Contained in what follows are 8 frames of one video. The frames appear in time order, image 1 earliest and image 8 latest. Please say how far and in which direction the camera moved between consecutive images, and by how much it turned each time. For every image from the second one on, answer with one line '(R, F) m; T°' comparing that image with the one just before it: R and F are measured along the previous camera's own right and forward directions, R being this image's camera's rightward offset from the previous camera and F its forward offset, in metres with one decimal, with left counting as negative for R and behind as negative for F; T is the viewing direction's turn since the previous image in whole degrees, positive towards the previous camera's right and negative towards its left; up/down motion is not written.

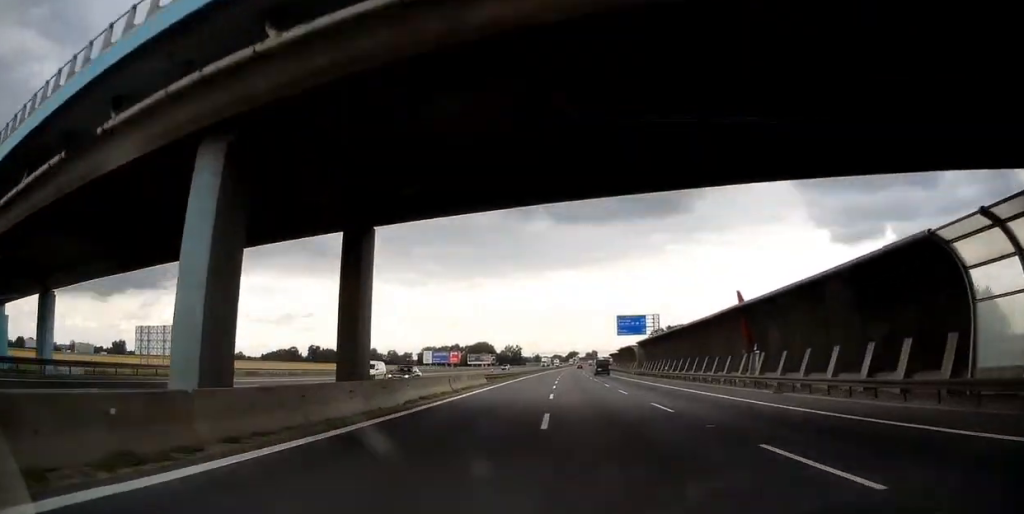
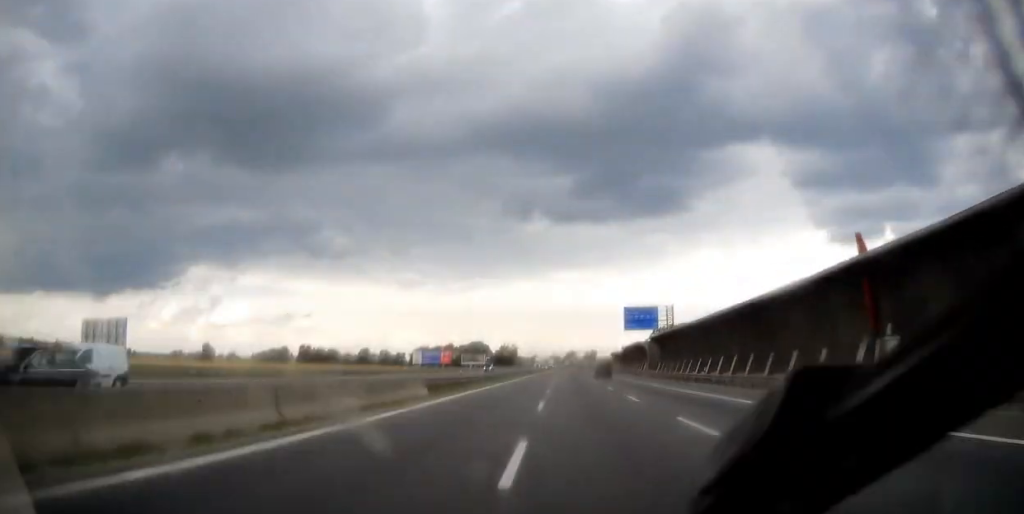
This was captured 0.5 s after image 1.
(0.0, +18.2) m; 0°
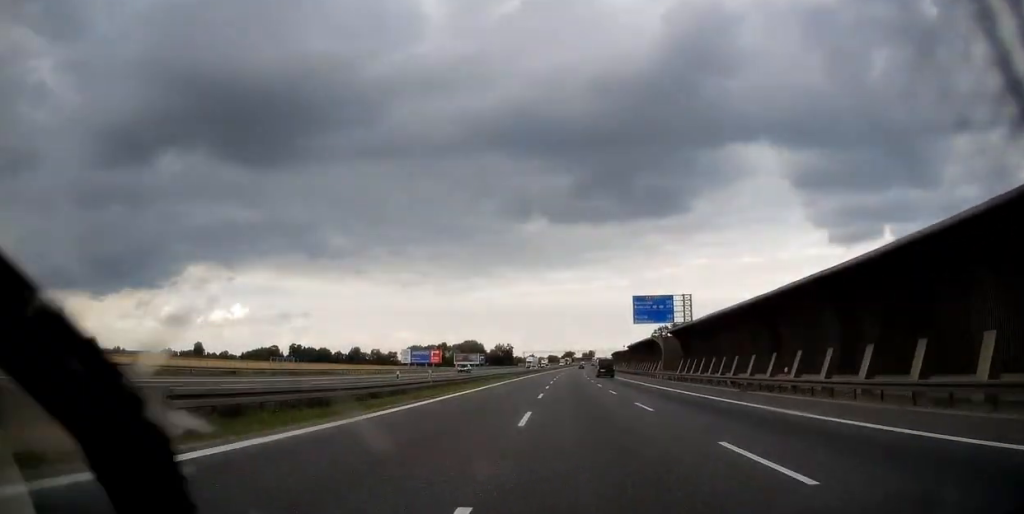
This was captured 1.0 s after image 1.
(0.0, +17.0) m; 0°
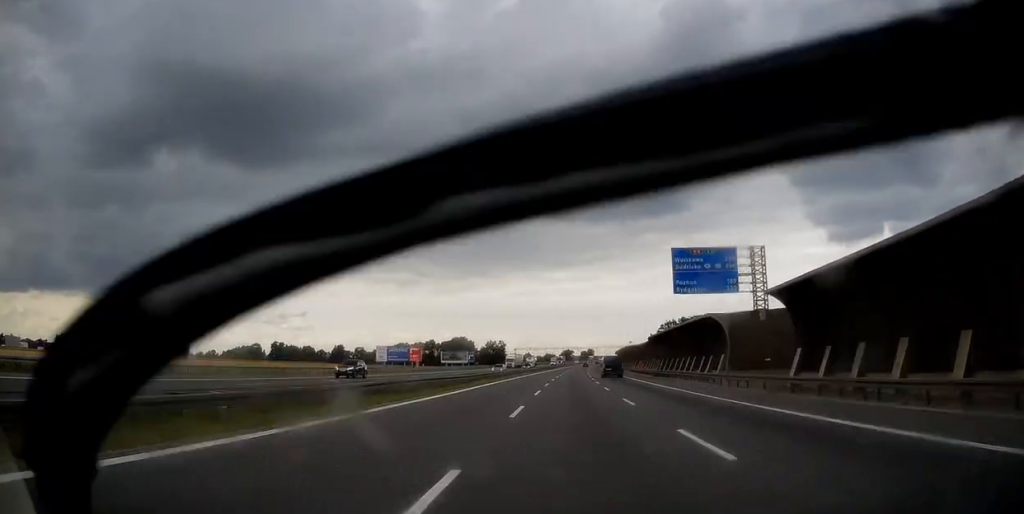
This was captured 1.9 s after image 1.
(+0.1, +34.1) m; 0°
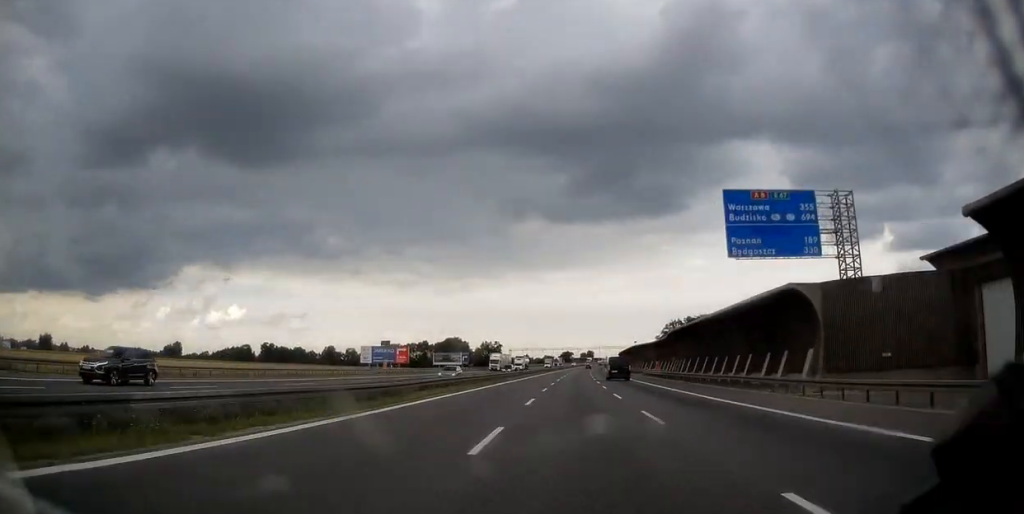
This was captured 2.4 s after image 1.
(0.0, +18.3) m; 0°
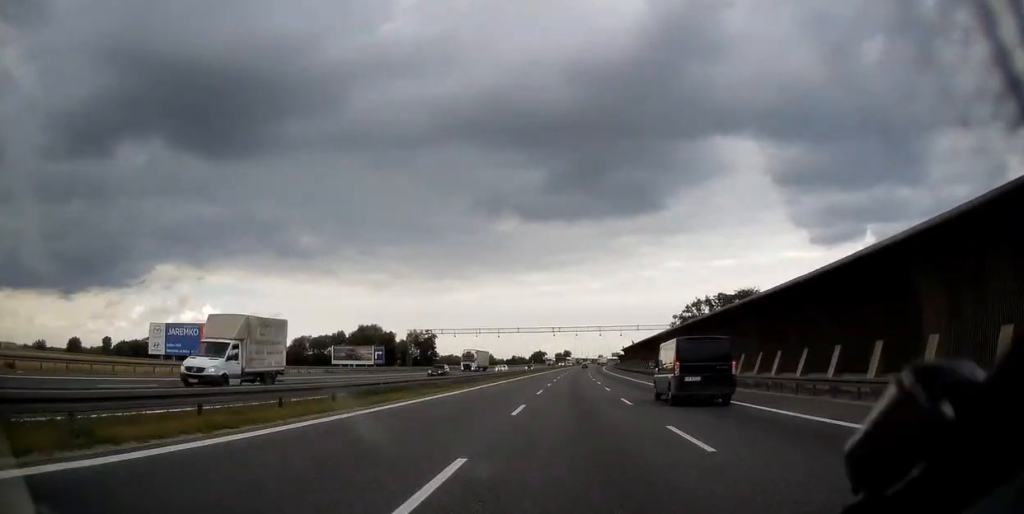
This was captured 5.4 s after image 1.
(+1.6, +111.6) m; +2°
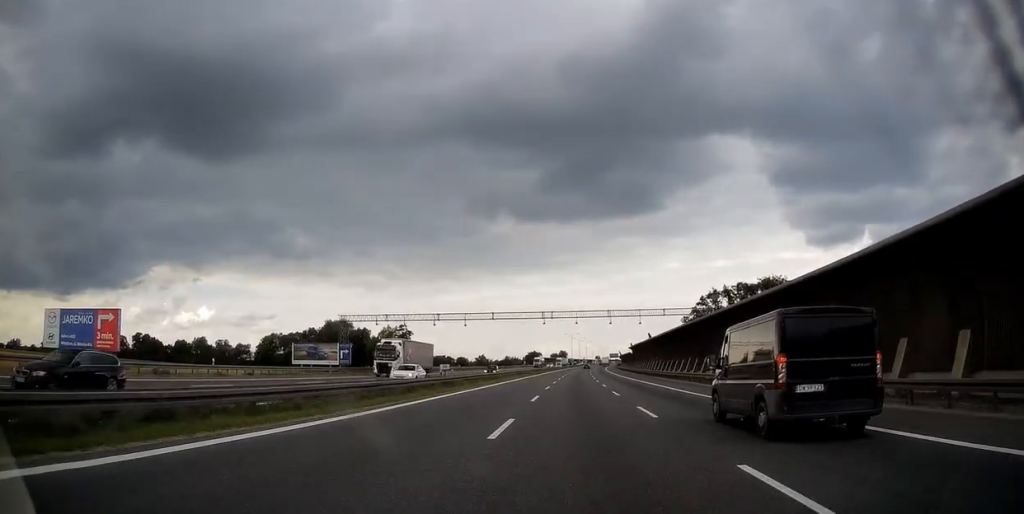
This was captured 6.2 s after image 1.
(+0.1, +29.4) m; +1°
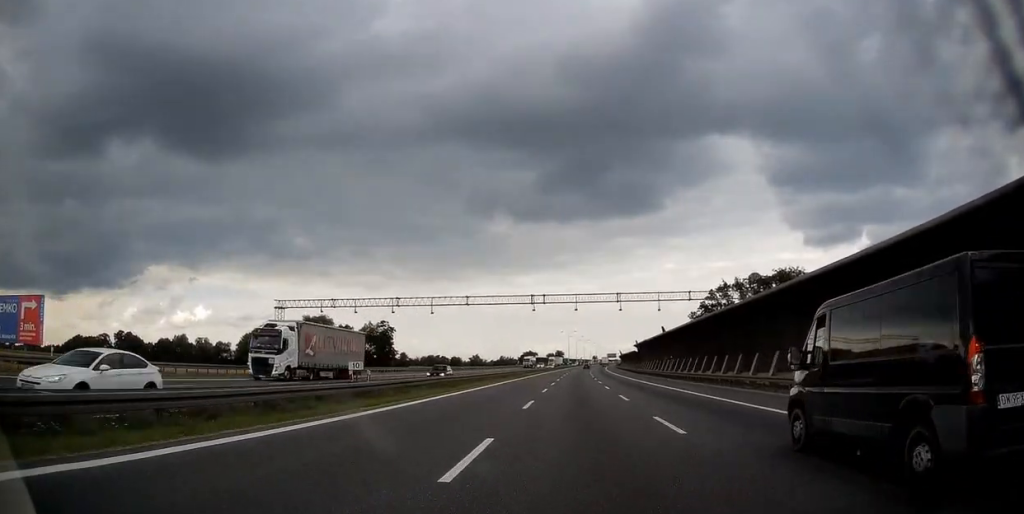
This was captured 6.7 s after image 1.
(0.0, +15.9) m; 0°
